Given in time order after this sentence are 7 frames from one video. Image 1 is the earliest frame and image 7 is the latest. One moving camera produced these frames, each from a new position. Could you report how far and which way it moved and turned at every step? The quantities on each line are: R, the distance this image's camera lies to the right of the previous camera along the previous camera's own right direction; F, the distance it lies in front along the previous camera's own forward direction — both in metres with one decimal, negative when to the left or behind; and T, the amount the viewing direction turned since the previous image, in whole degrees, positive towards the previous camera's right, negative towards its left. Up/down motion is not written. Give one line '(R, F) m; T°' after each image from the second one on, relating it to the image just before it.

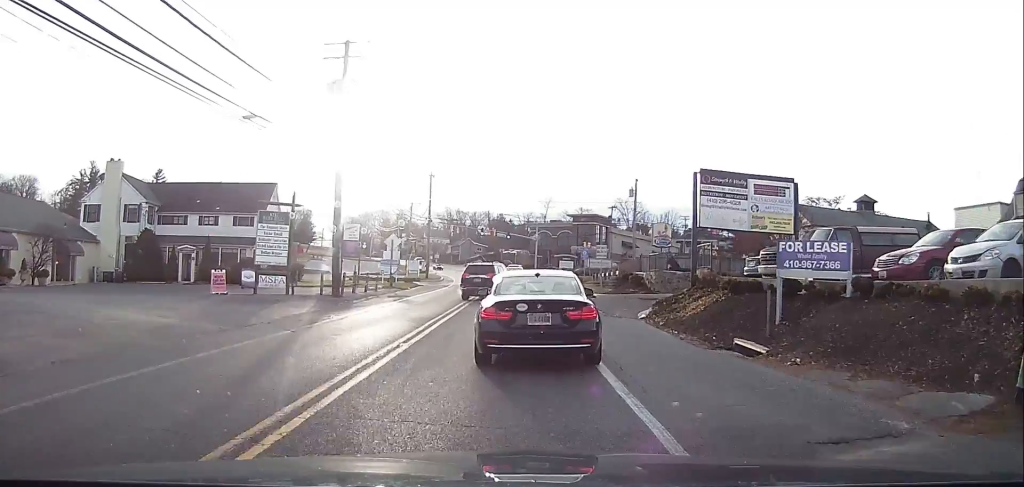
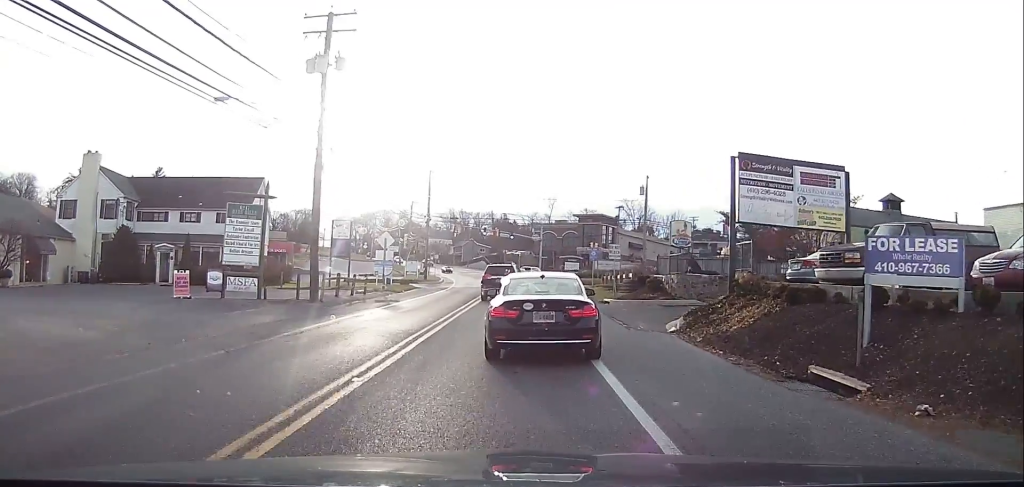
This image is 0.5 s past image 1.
(0.0, +2.8) m; -1°
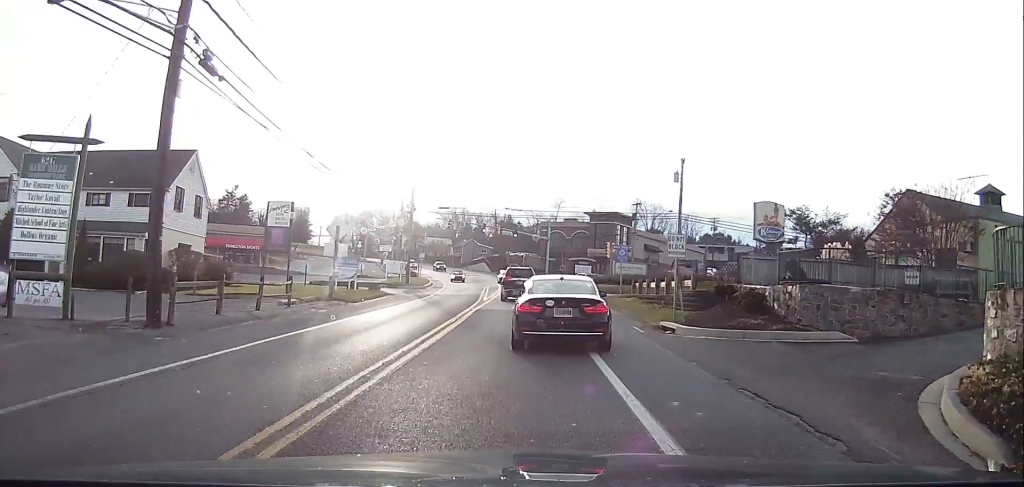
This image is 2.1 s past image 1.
(0.0, +10.1) m; 0°
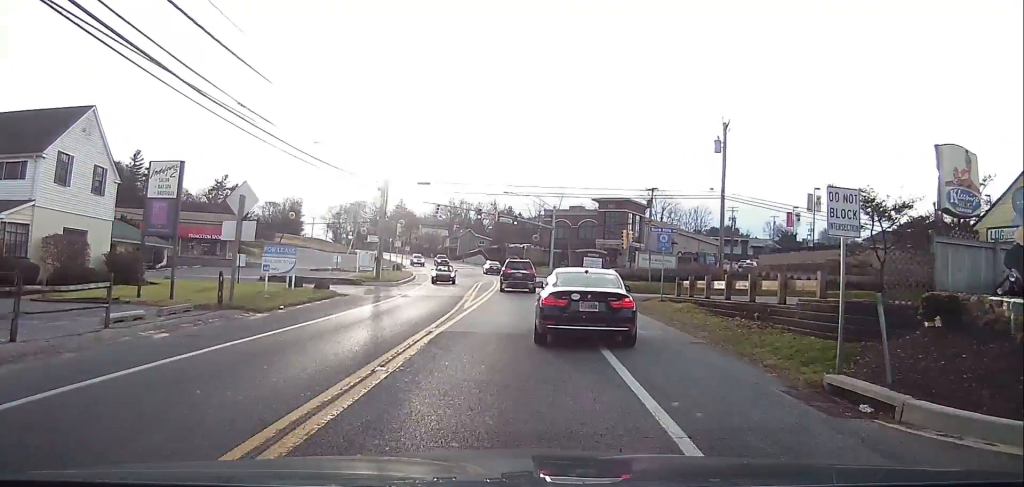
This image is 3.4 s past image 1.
(-0.2, +10.0) m; -3°
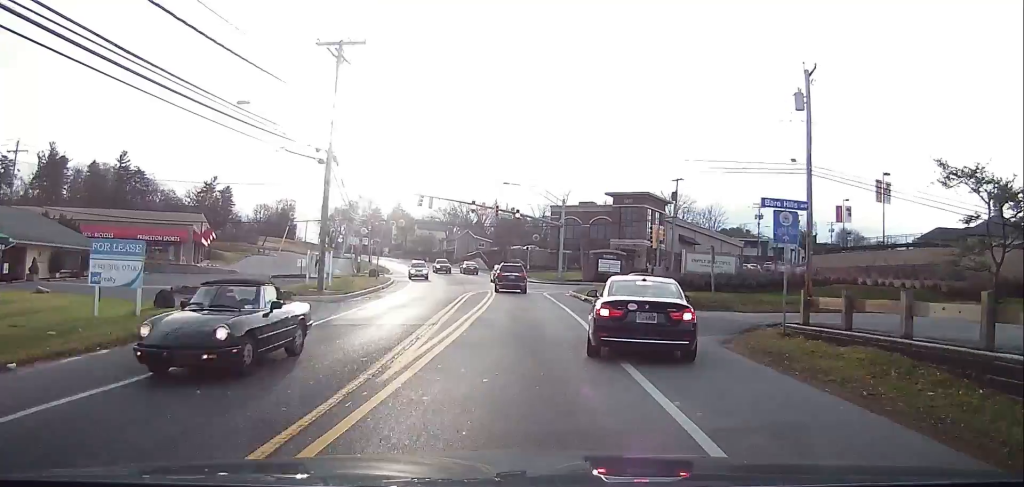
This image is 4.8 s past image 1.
(-0.3, +12.6) m; +1°
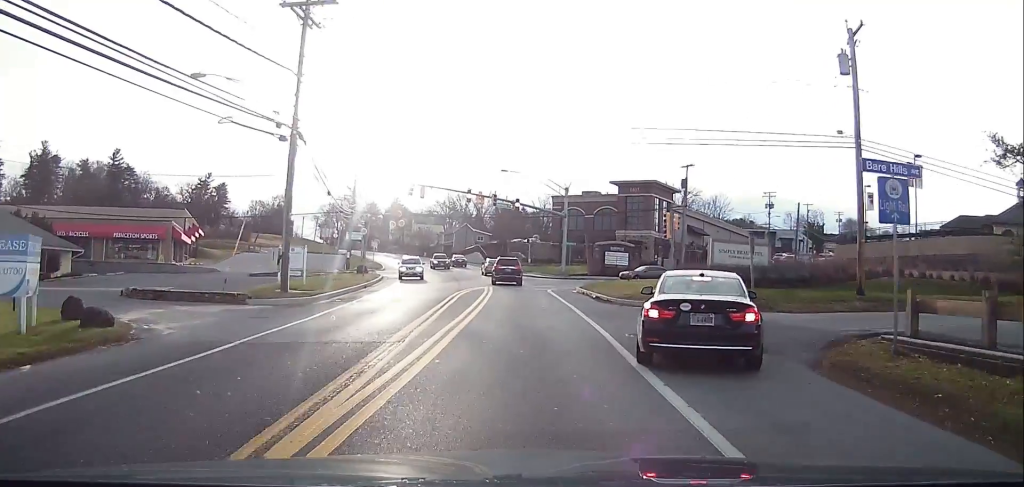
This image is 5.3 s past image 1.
(0.0, +4.9) m; +1°
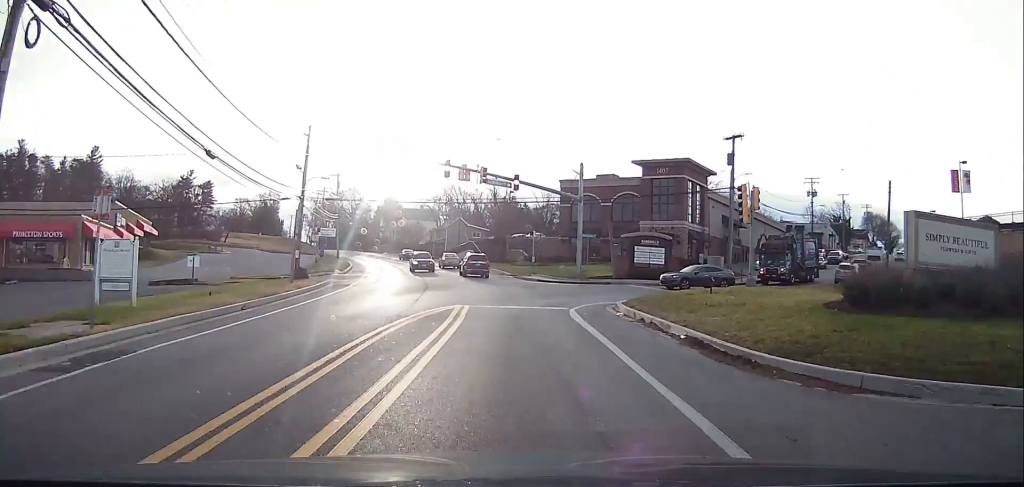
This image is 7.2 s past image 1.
(0.0, +17.4) m; 0°
